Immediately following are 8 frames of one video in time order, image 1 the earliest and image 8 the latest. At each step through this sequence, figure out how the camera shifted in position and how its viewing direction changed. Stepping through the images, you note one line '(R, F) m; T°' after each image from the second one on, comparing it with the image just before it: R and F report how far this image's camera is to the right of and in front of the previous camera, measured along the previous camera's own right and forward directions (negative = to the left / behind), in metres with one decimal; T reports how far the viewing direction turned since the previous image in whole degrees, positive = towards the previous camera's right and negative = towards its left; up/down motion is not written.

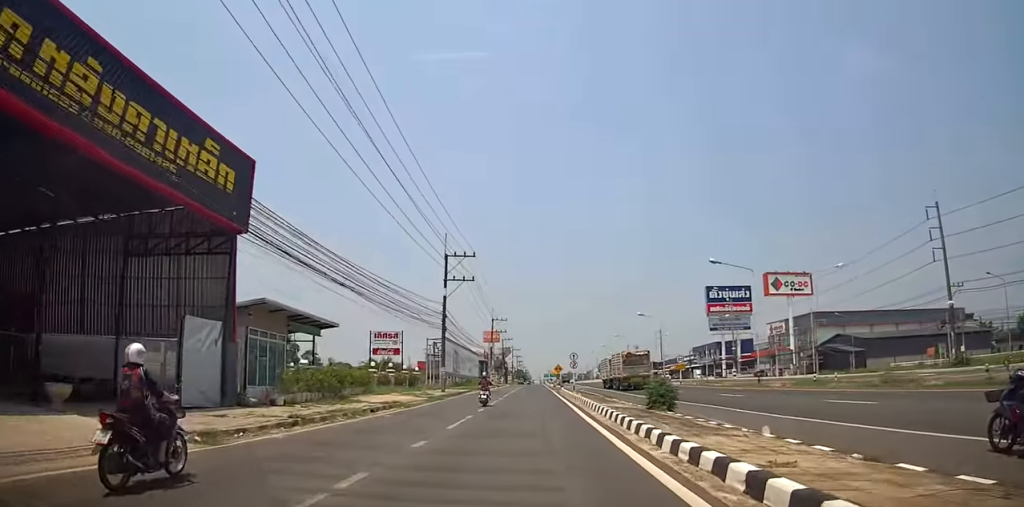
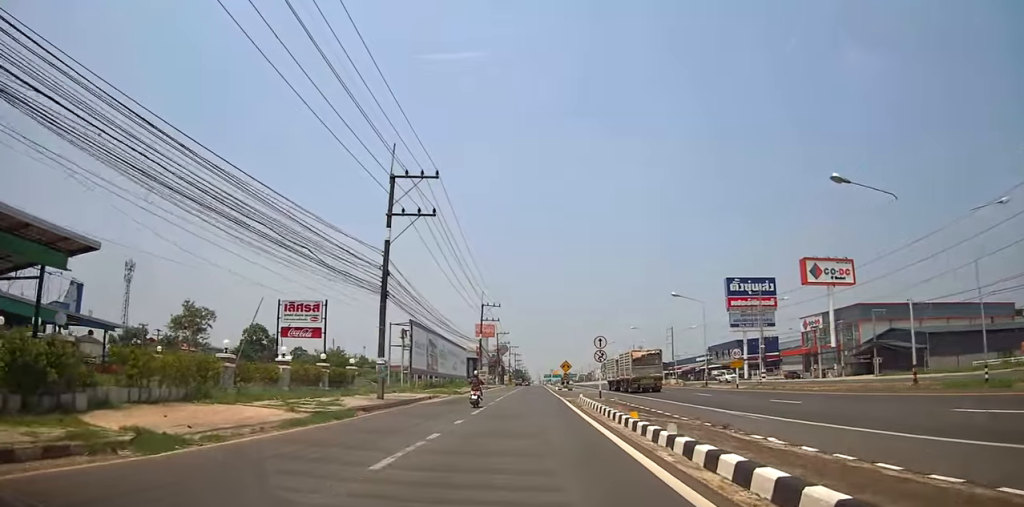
(-0.9, +19.2) m; -3°
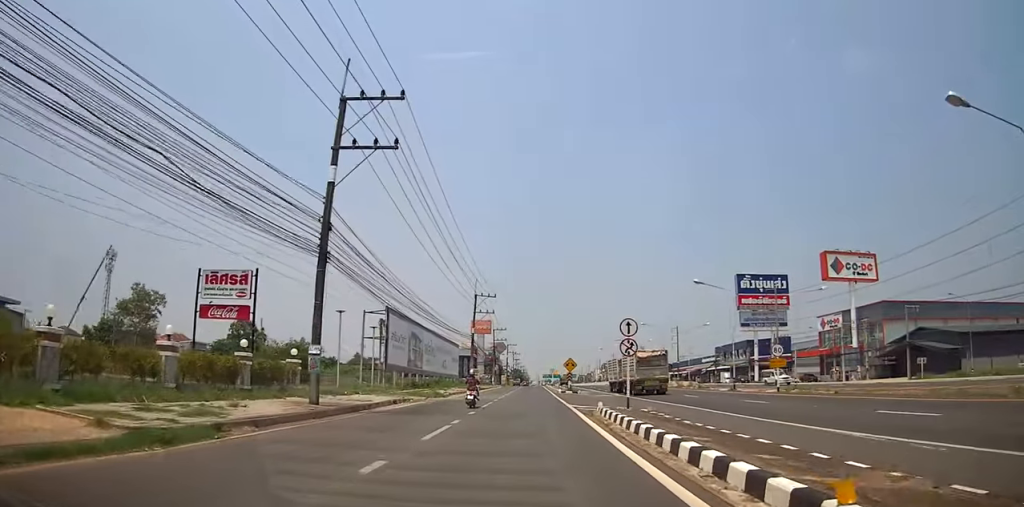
(0.0, +8.6) m; 0°
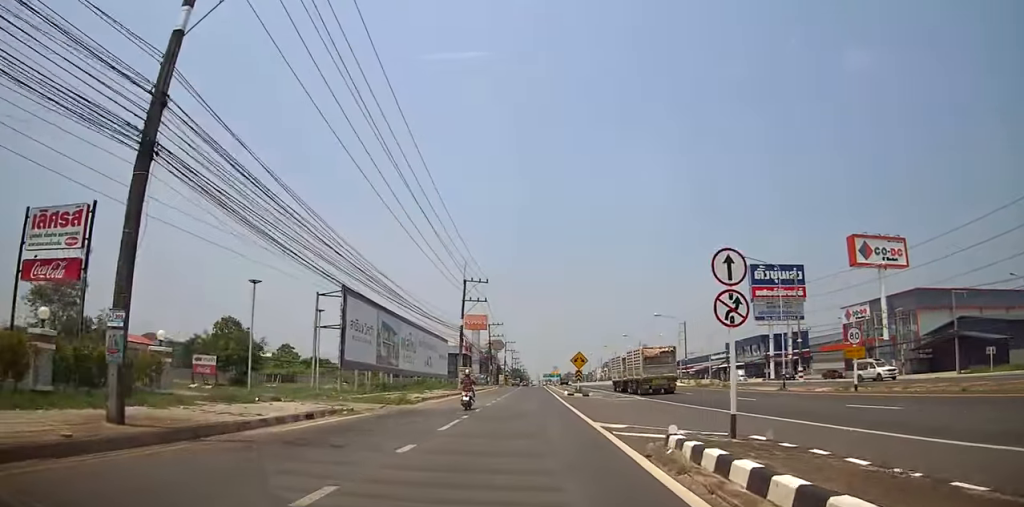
(0.0, +10.3) m; 0°
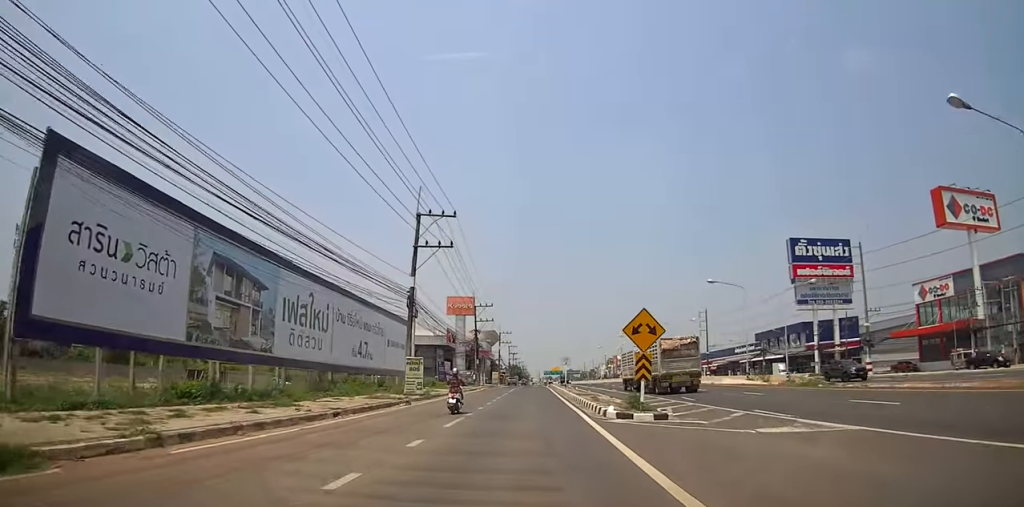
(-0.1, +23.7) m; 0°
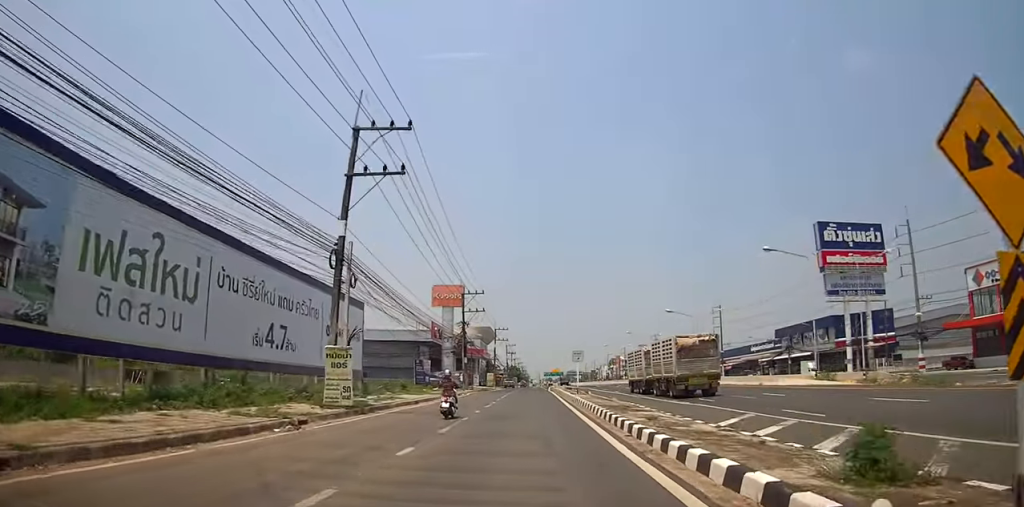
(0.0, +13.2) m; +1°
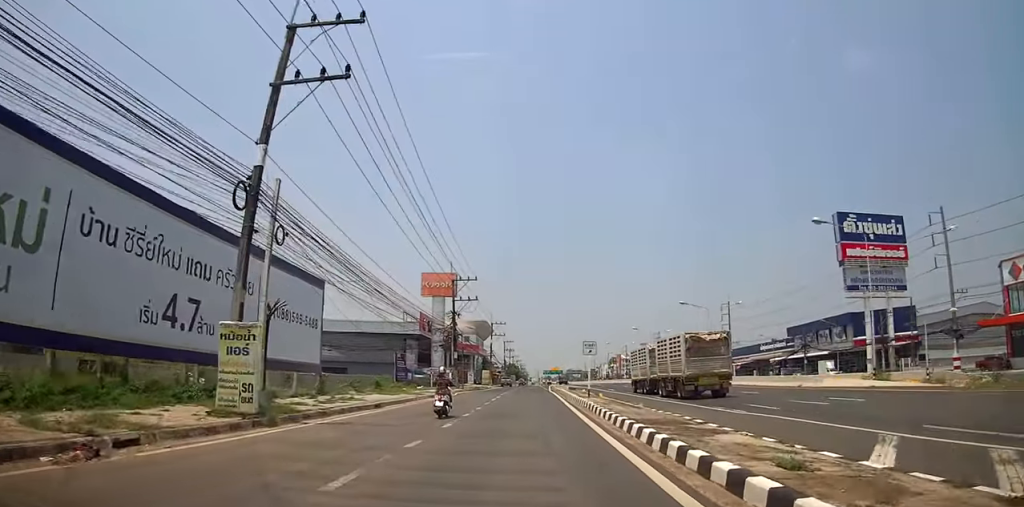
(-0.1, +7.5) m; +1°
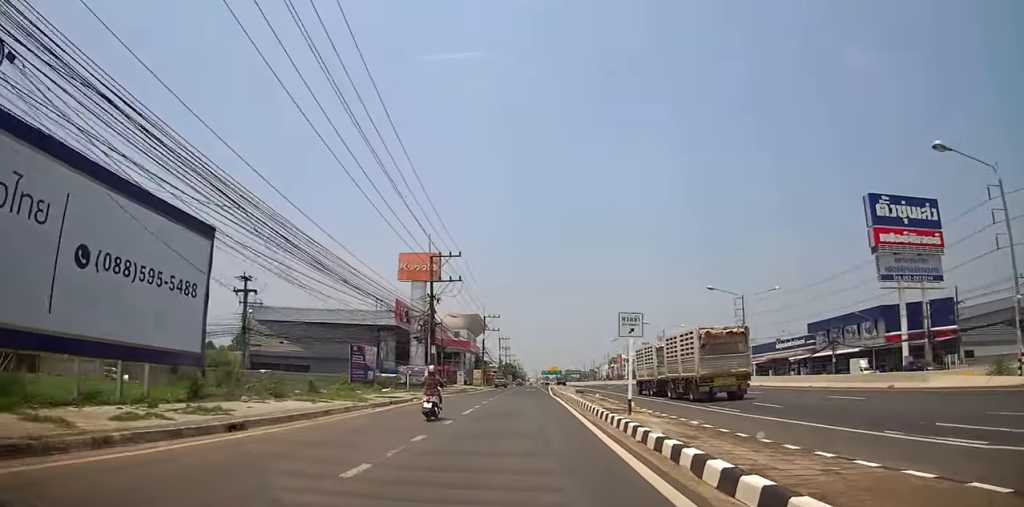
(+0.3, +11.8) m; +1°
